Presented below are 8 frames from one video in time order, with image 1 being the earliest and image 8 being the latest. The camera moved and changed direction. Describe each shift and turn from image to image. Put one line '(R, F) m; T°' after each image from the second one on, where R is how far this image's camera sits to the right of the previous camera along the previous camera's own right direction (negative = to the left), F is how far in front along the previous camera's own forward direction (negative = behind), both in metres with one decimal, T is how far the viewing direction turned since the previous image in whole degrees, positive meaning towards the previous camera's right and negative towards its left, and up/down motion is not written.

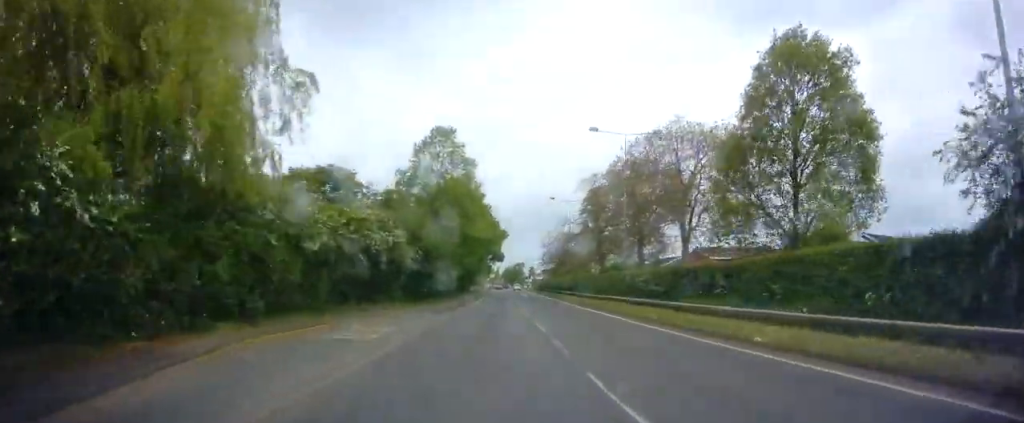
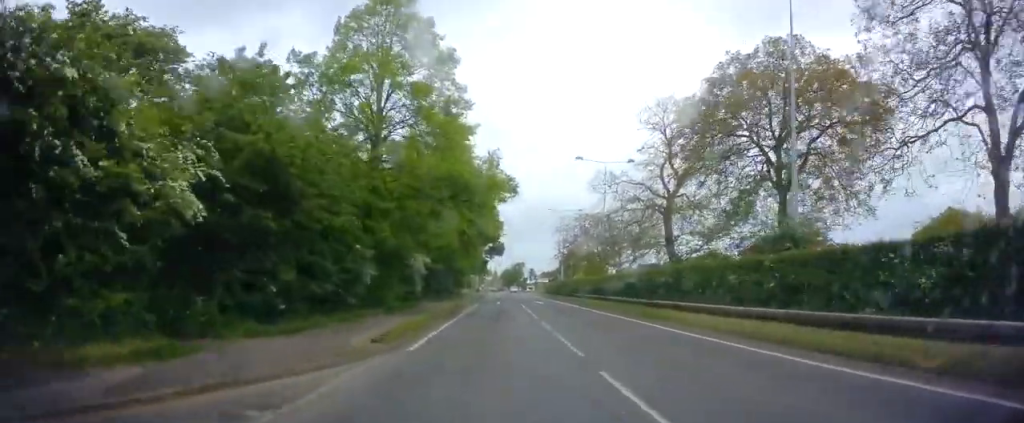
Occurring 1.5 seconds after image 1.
(0.0, +24.4) m; +1°
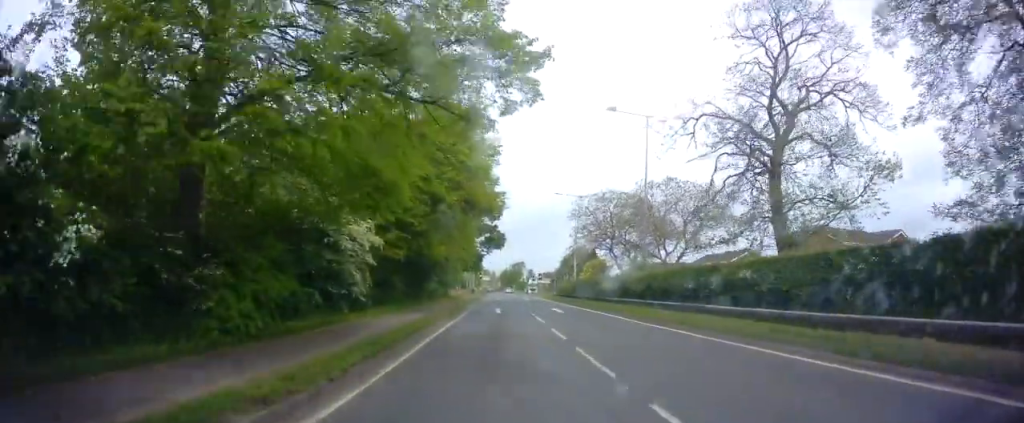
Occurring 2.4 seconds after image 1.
(+0.1, +14.3) m; 0°
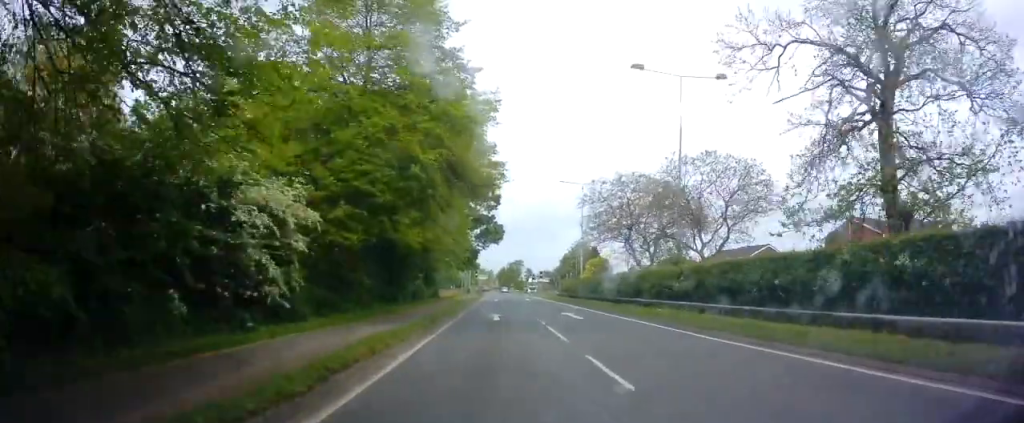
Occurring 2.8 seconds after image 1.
(+0.1, +7.2) m; 0°
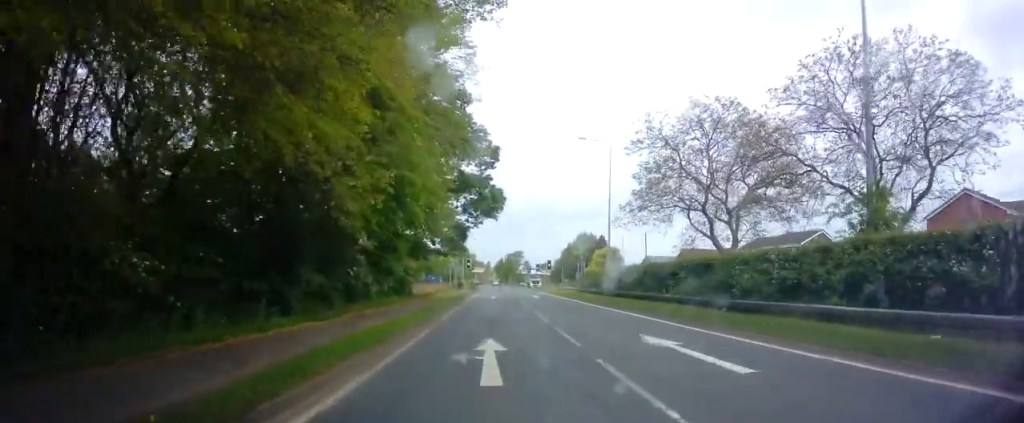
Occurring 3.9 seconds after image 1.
(-0.3, +15.4) m; -1°
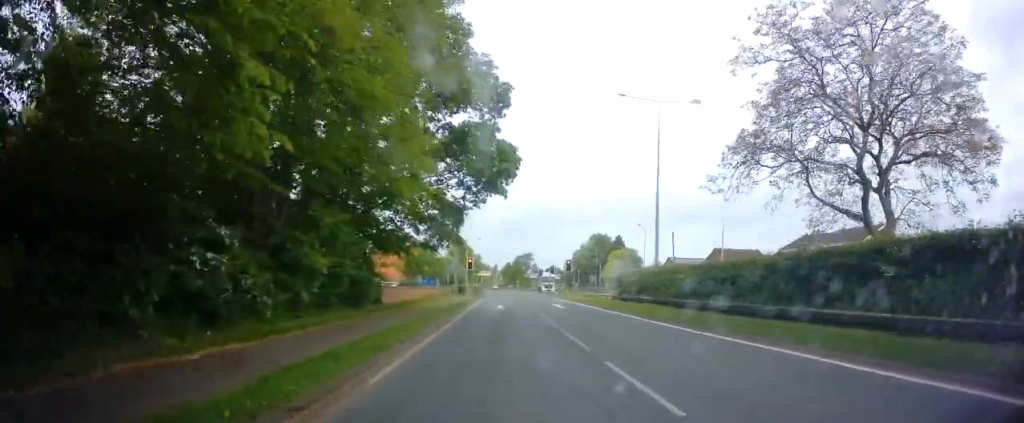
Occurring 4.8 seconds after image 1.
(0.0, +11.9) m; 0°
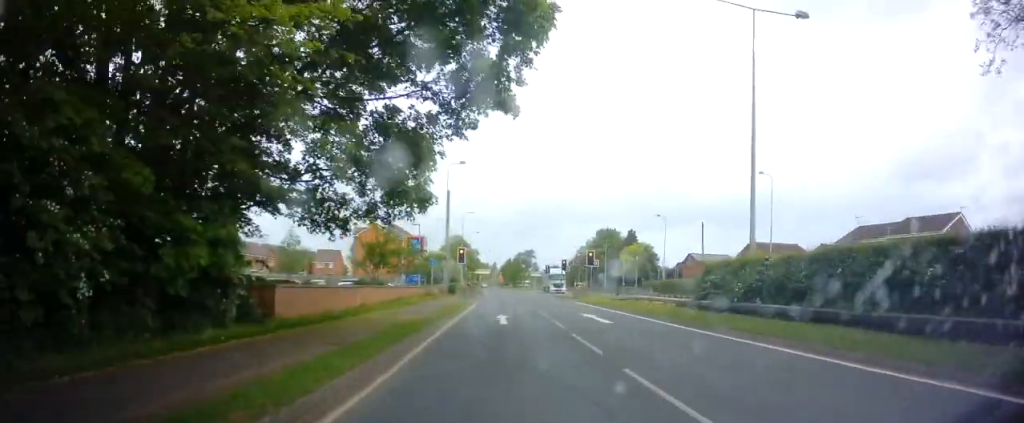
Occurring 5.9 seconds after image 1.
(0.0, +13.2) m; -2°
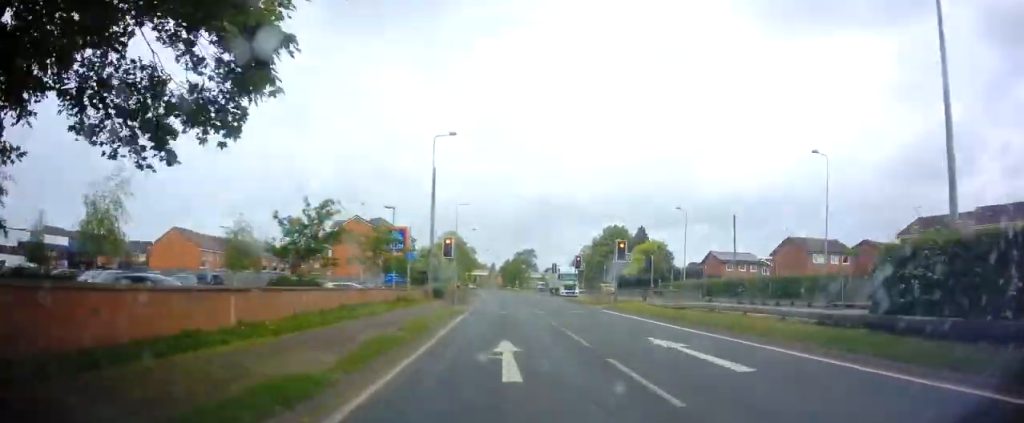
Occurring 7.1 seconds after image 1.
(-0.3, +11.0) m; 0°
